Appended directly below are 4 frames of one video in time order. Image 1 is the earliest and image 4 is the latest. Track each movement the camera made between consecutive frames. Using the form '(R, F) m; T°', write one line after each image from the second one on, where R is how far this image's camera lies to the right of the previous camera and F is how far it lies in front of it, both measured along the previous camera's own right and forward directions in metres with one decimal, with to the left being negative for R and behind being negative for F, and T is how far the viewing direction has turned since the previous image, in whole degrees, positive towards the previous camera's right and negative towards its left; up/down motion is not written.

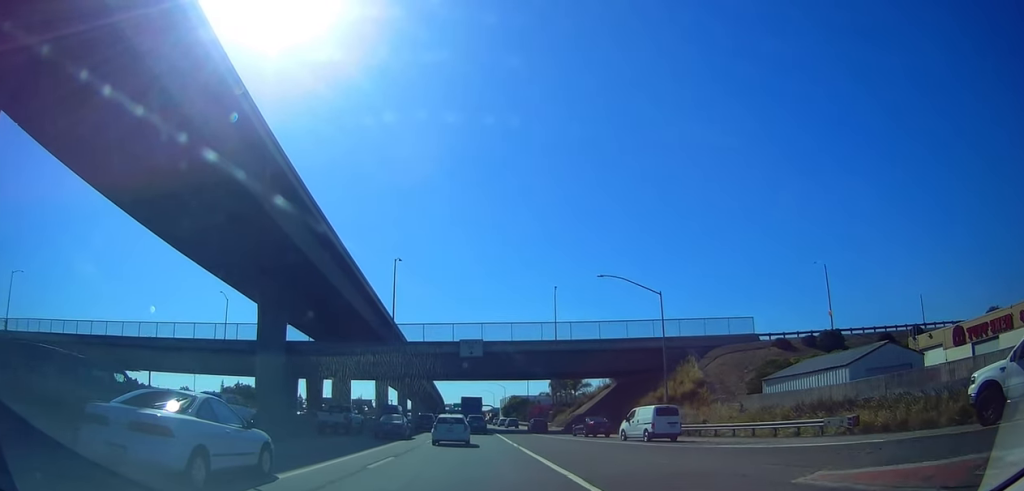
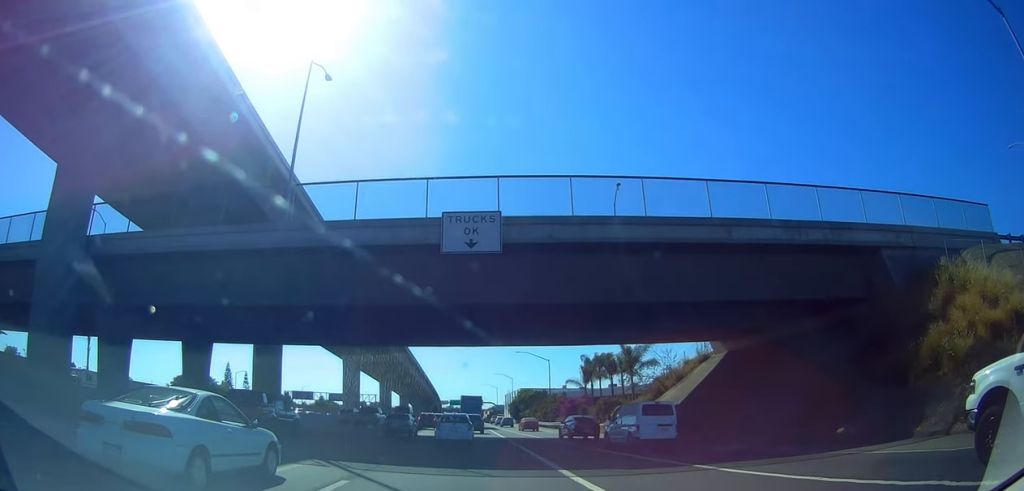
(-0.5, +34.5) m; -1°
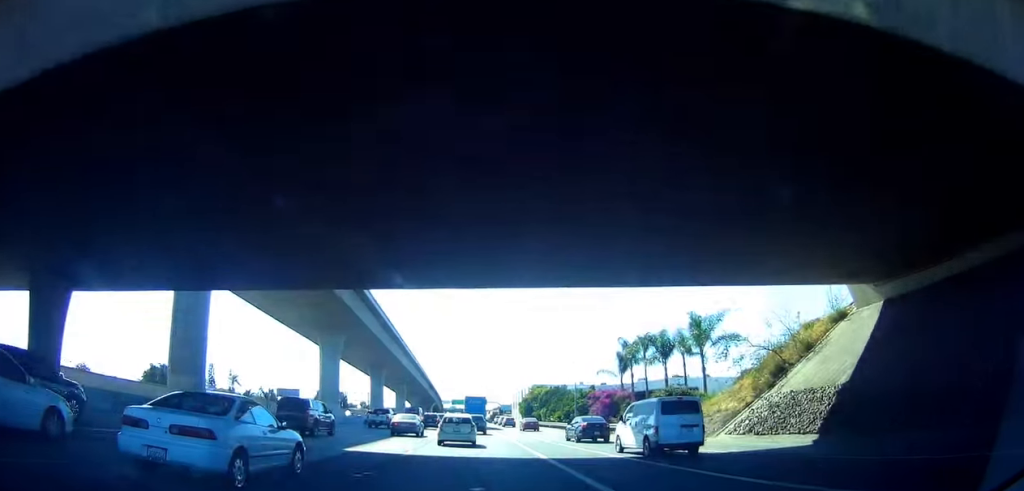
(+0.2, +19.4) m; +1°
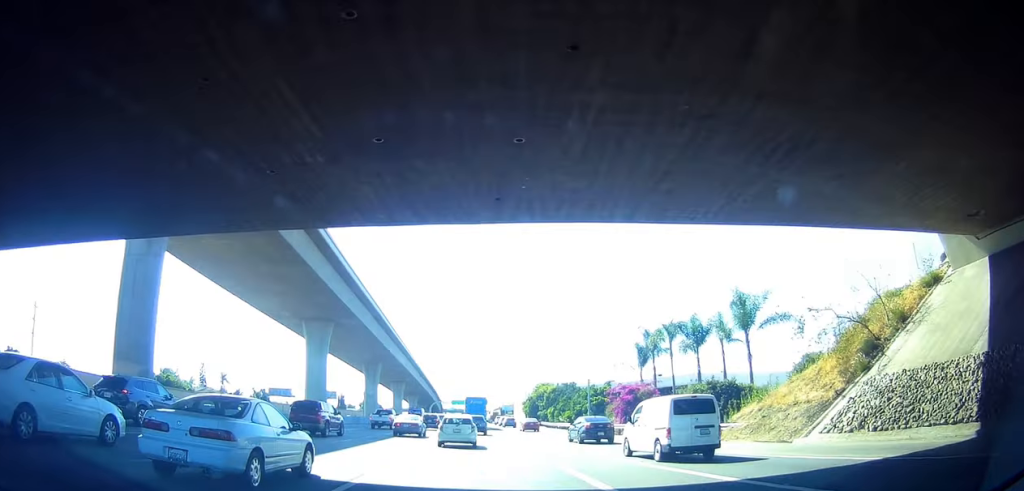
(0.0, +7.9) m; 0°
